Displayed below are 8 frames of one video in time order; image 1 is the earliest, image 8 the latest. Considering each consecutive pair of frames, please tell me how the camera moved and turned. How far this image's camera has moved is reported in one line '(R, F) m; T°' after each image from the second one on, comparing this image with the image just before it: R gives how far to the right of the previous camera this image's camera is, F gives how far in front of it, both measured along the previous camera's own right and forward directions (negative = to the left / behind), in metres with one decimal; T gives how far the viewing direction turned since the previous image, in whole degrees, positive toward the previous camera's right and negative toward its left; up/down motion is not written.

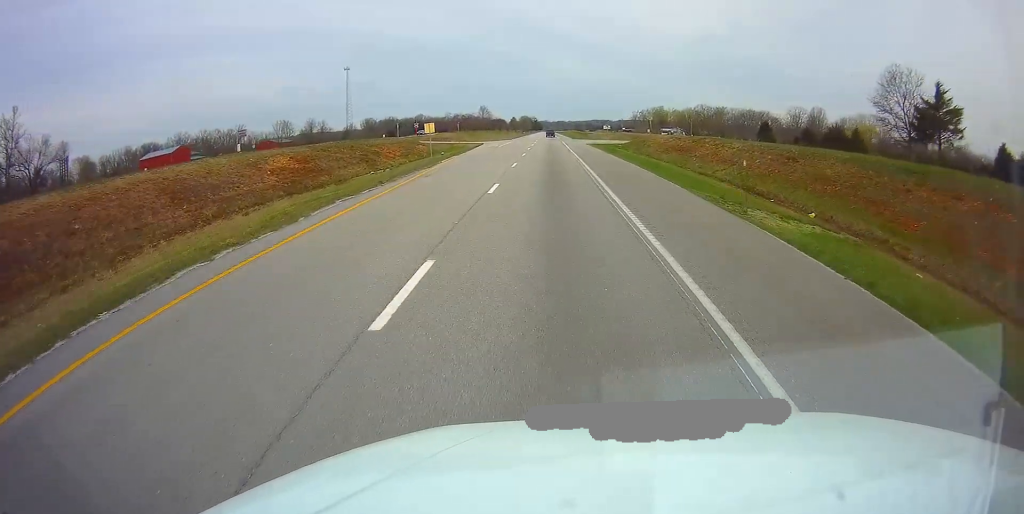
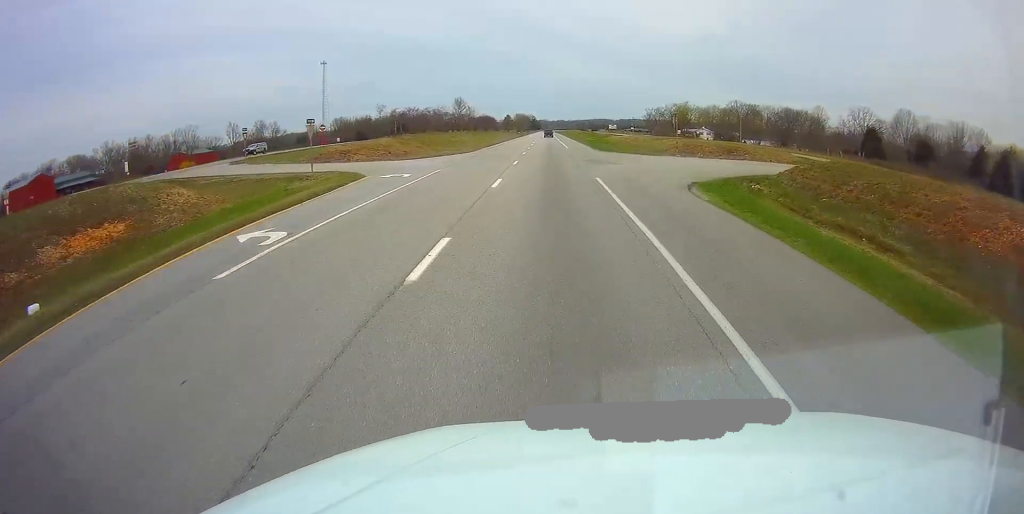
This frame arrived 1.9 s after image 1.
(+0.5, +59.3) m; 0°
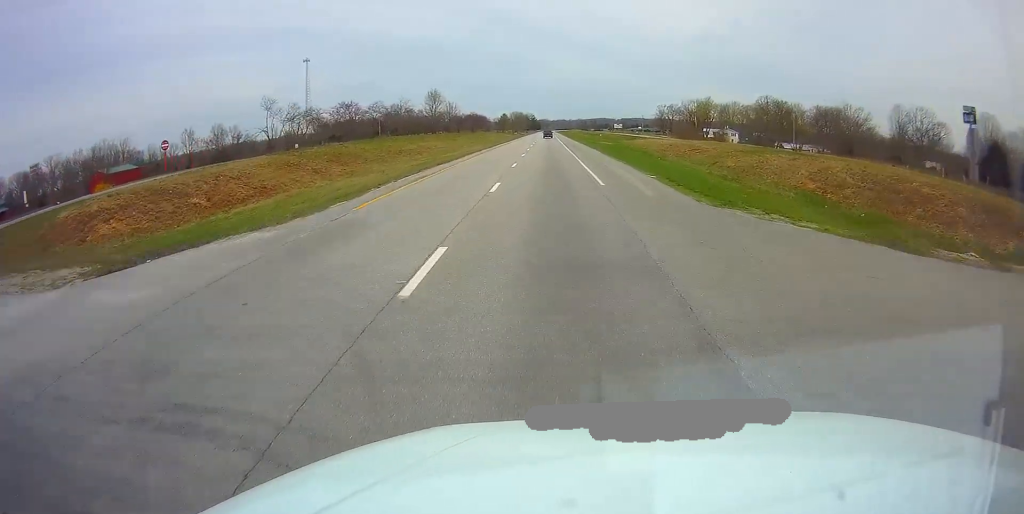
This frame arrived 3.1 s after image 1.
(0.0, +37.5) m; 0°
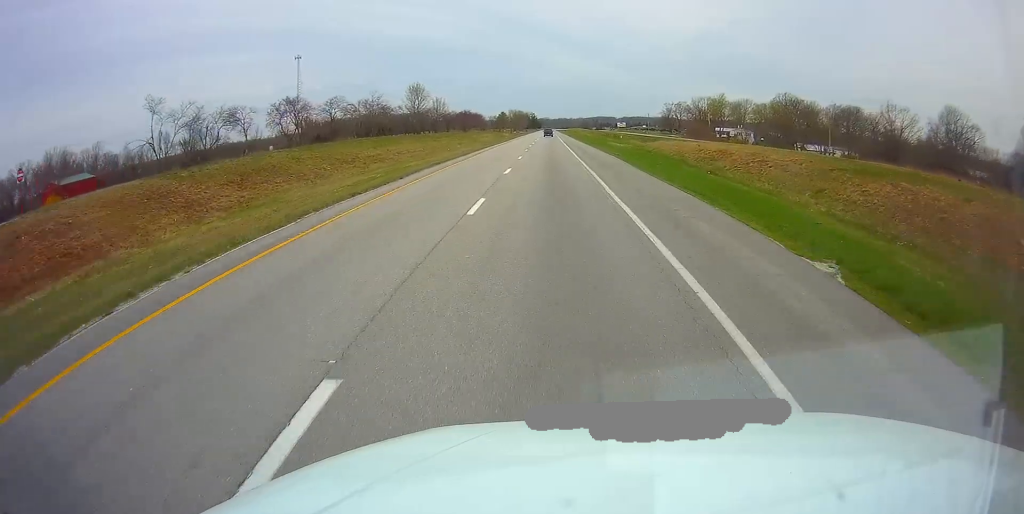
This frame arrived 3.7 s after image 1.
(0.0, +17.7) m; 0°
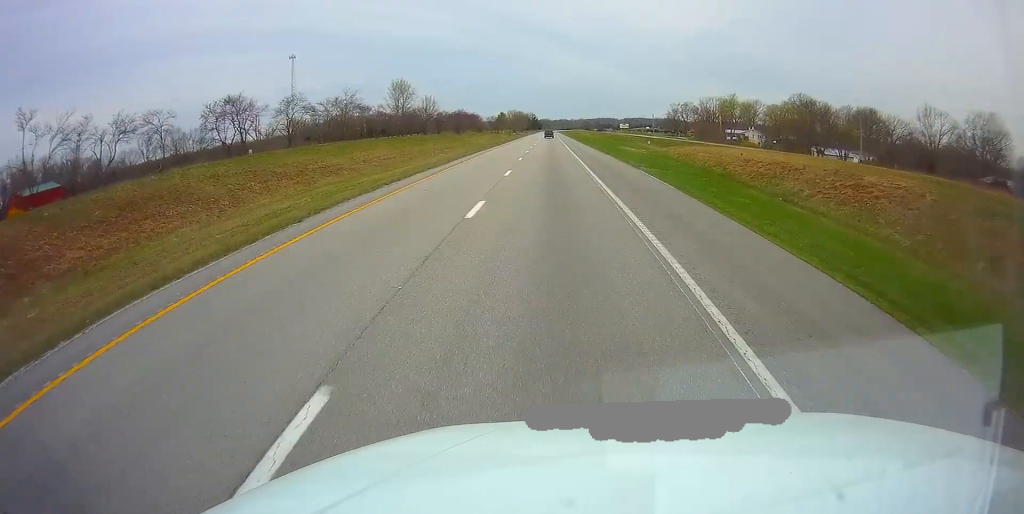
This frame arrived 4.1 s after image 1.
(0.0, +12.5) m; 0°
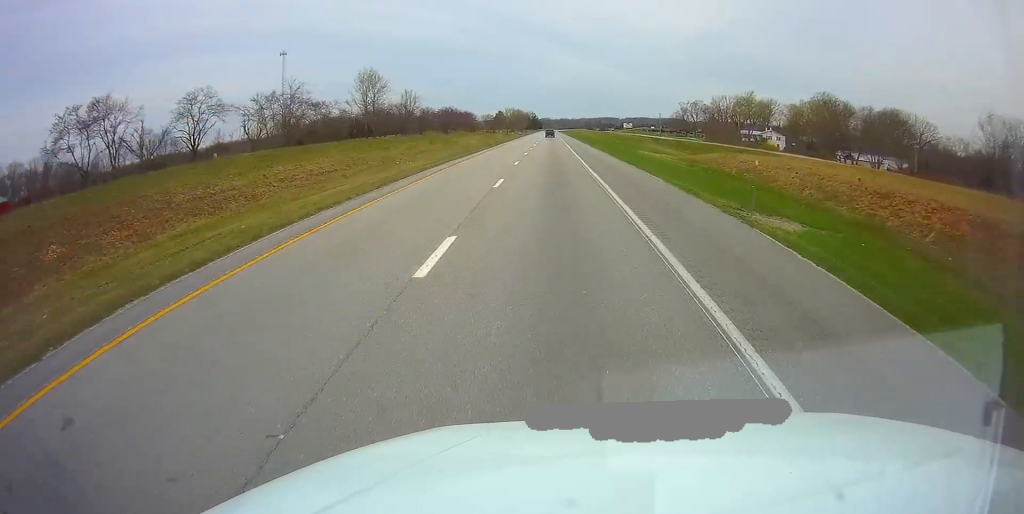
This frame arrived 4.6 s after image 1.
(0.0, +17.8) m; 0°
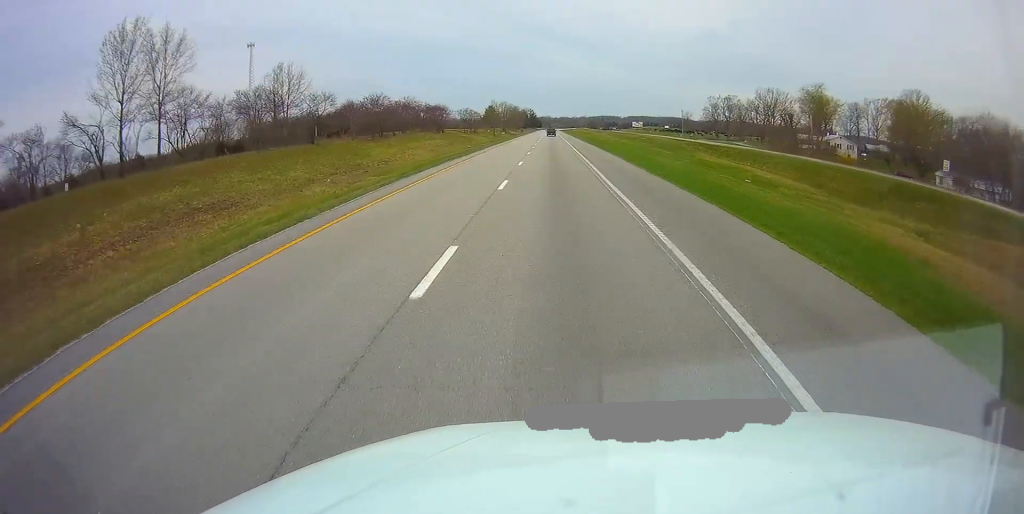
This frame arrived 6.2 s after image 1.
(+0.1, +50.2) m; 0°
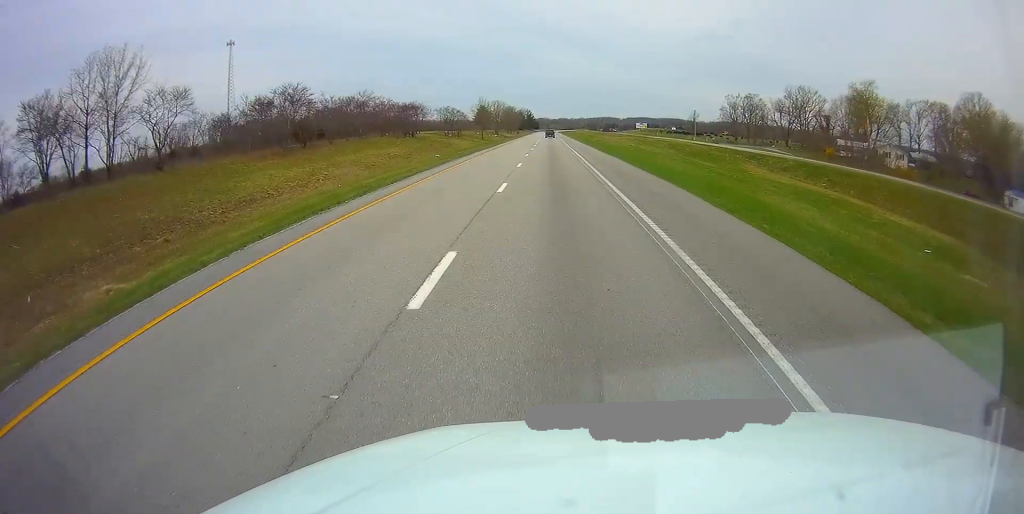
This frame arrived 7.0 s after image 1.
(0.0, +25.1) m; 0°
